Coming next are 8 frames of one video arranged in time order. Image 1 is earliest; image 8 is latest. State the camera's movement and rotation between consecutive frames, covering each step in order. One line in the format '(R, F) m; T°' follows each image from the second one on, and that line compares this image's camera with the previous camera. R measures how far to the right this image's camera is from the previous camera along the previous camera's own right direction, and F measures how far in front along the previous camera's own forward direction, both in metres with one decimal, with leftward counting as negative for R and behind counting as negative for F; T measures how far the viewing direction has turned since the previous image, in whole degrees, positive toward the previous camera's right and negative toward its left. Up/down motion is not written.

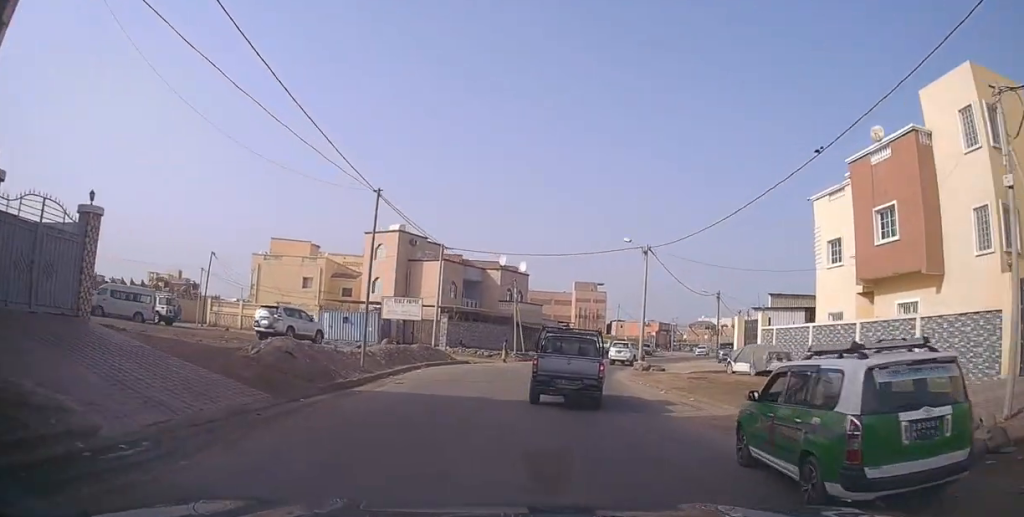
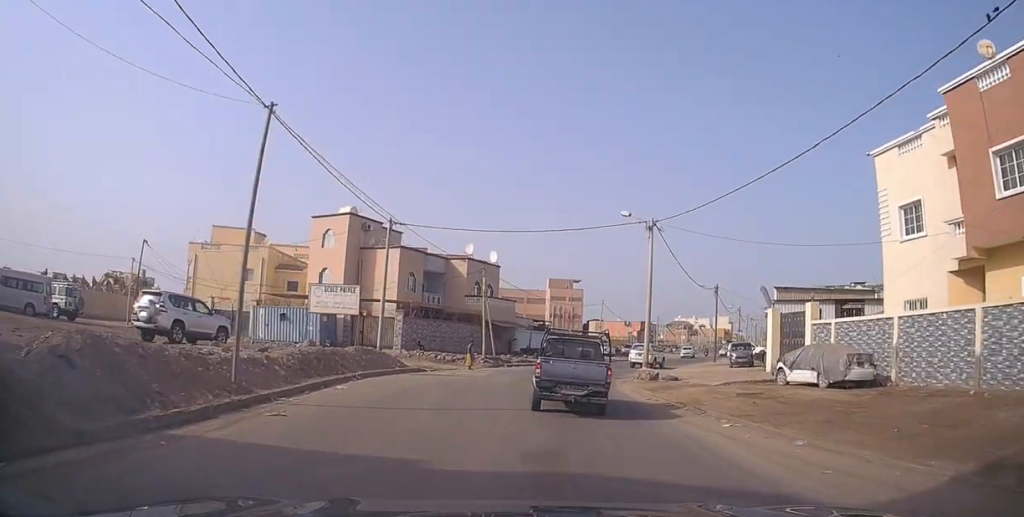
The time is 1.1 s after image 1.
(+0.1, +8.7) m; +5°
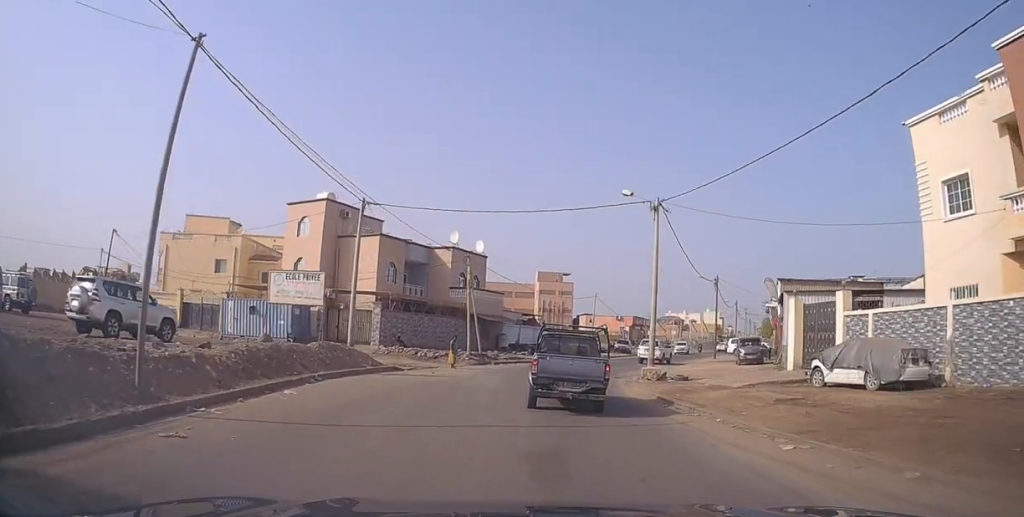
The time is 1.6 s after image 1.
(+0.2, +3.5) m; +3°
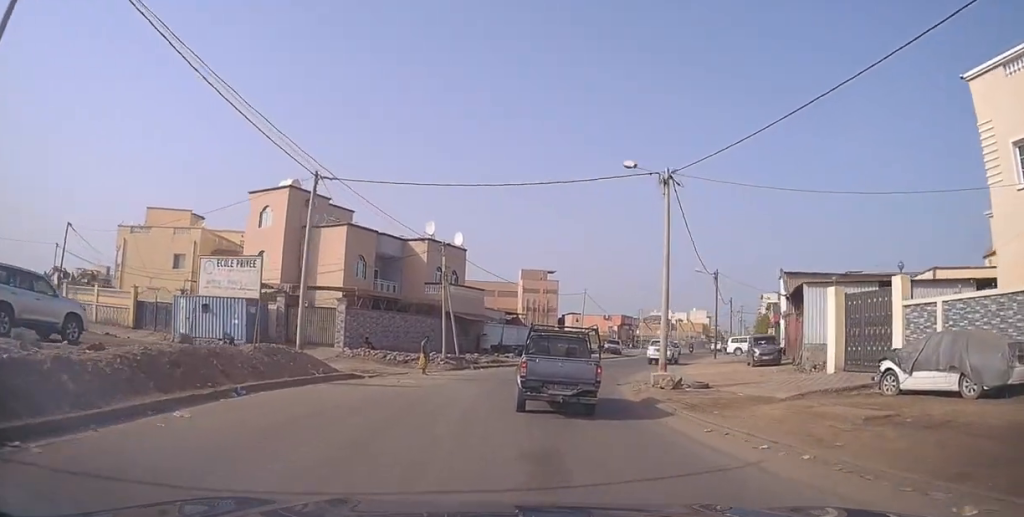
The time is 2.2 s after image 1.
(+0.1, +4.6) m; +2°
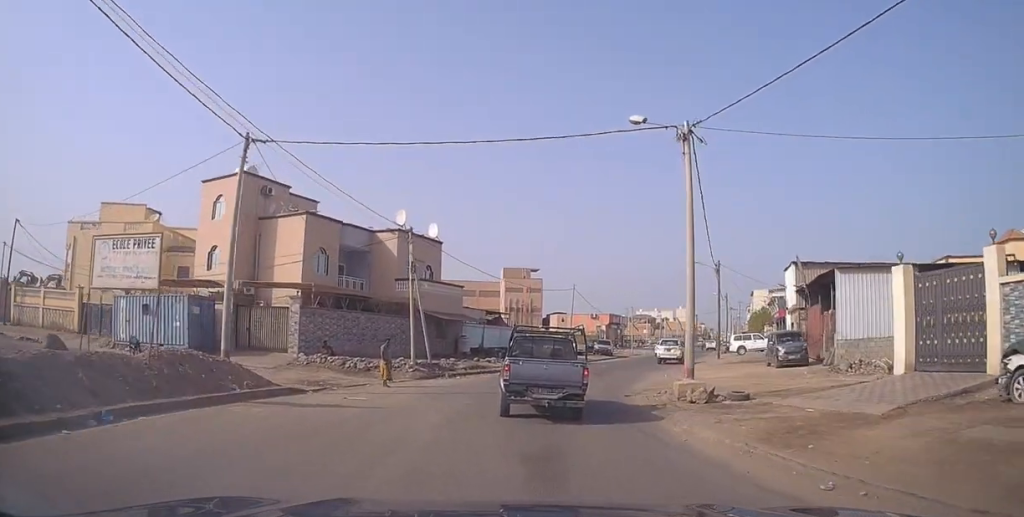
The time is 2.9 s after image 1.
(0.0, +5.0) m; 0°
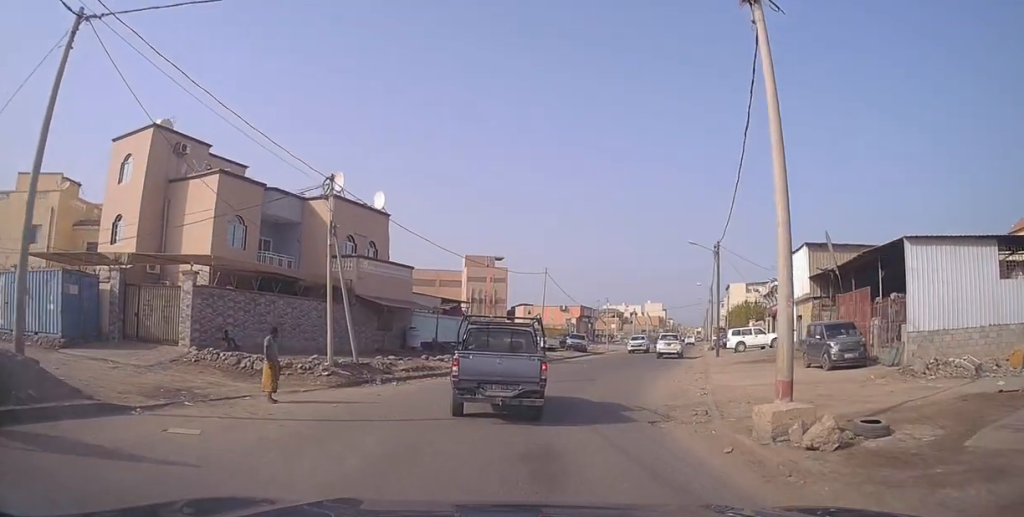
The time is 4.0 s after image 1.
(0.0, +7.6) m; +1°
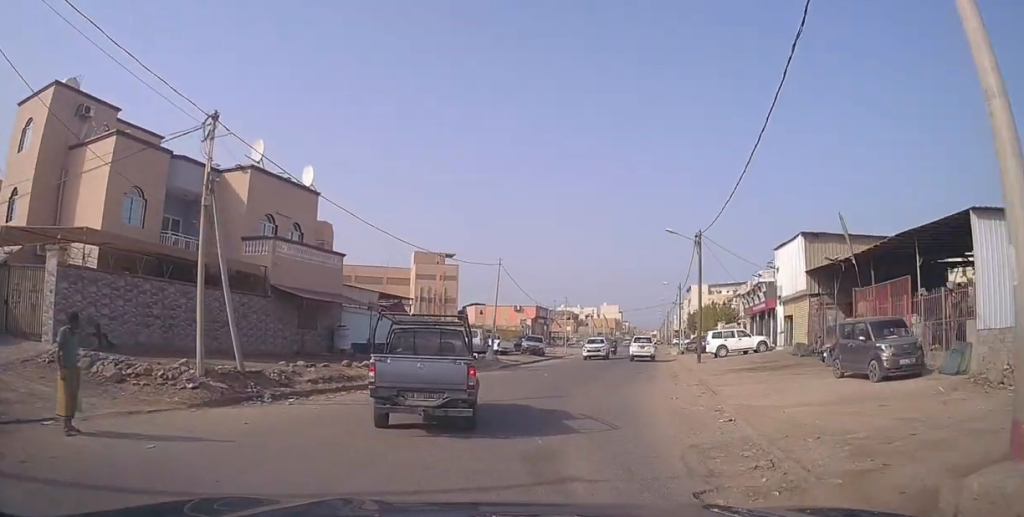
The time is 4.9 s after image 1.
(-0.1, +5.7) m; +6°
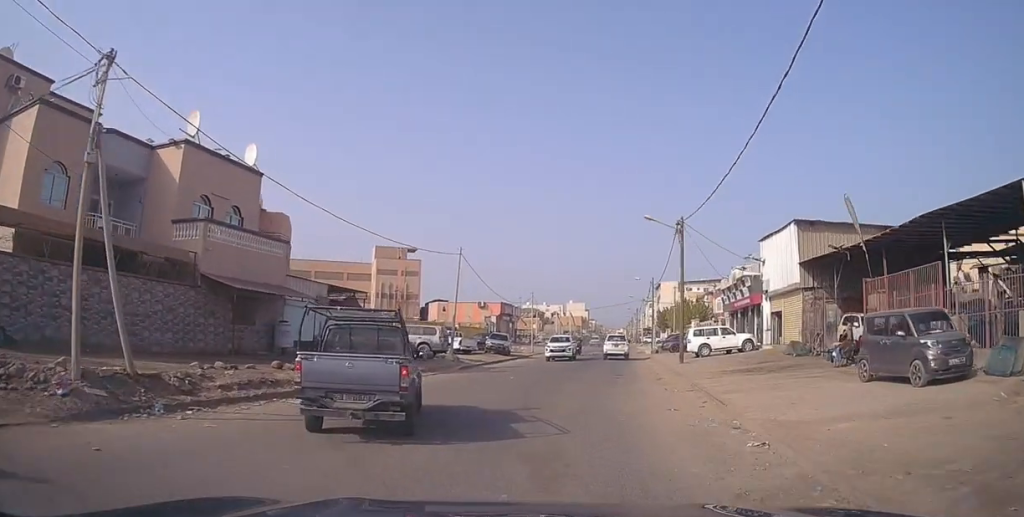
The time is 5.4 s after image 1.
(+0.4, +3.3) m; +4°
